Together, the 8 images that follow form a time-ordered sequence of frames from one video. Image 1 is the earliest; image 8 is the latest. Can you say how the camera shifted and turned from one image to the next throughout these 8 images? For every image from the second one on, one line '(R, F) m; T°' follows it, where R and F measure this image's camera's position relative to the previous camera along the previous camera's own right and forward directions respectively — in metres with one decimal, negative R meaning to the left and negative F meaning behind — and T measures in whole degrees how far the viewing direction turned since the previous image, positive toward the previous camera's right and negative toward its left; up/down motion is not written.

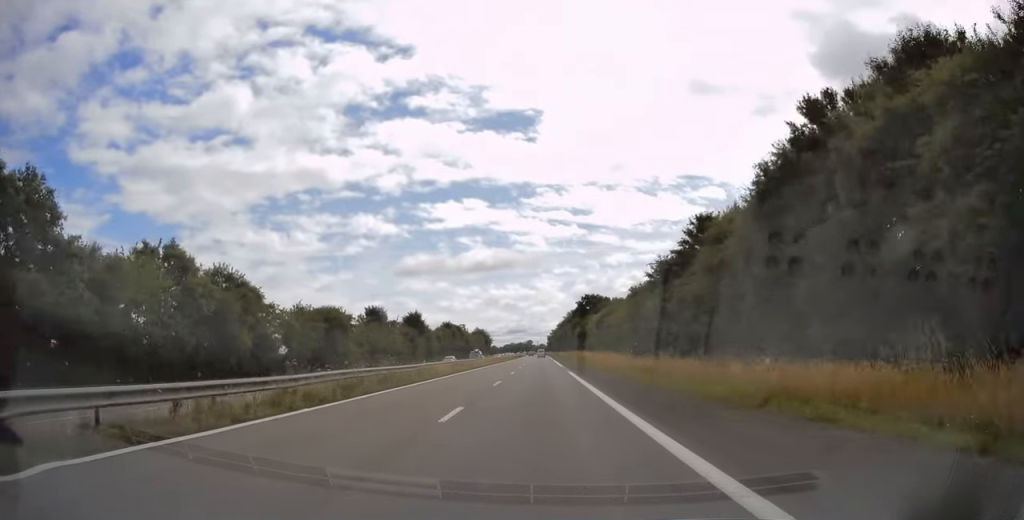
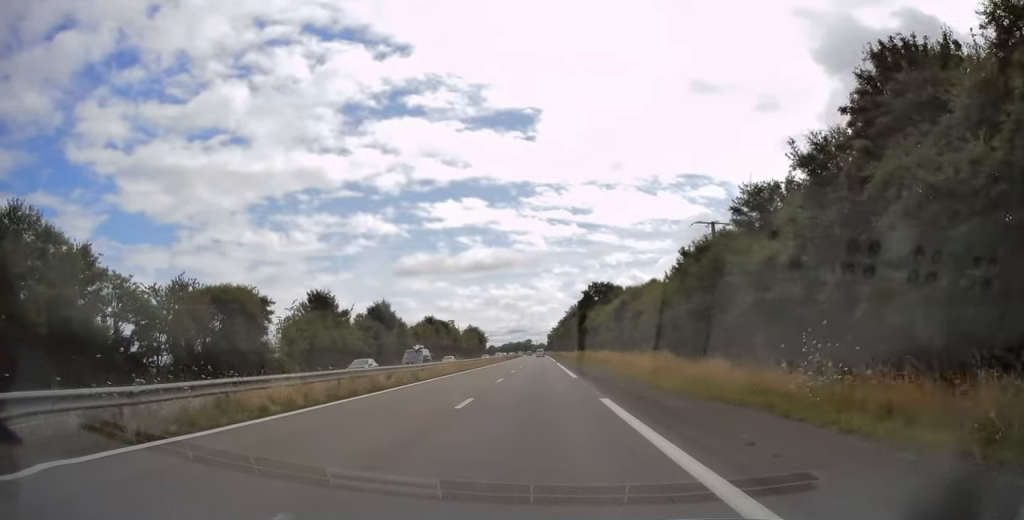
(-0.1, +23.2) m; 0°
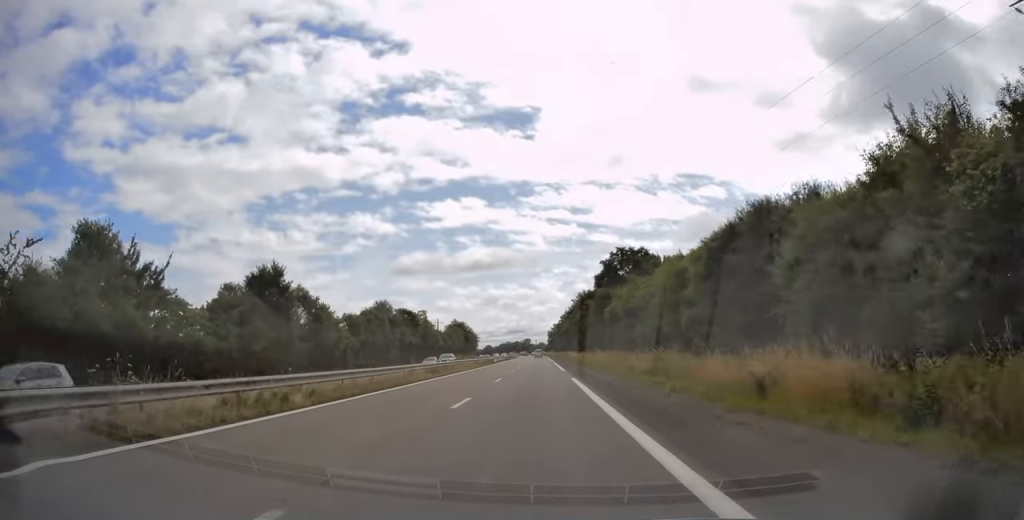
(0.0, +39.2) m; 0°
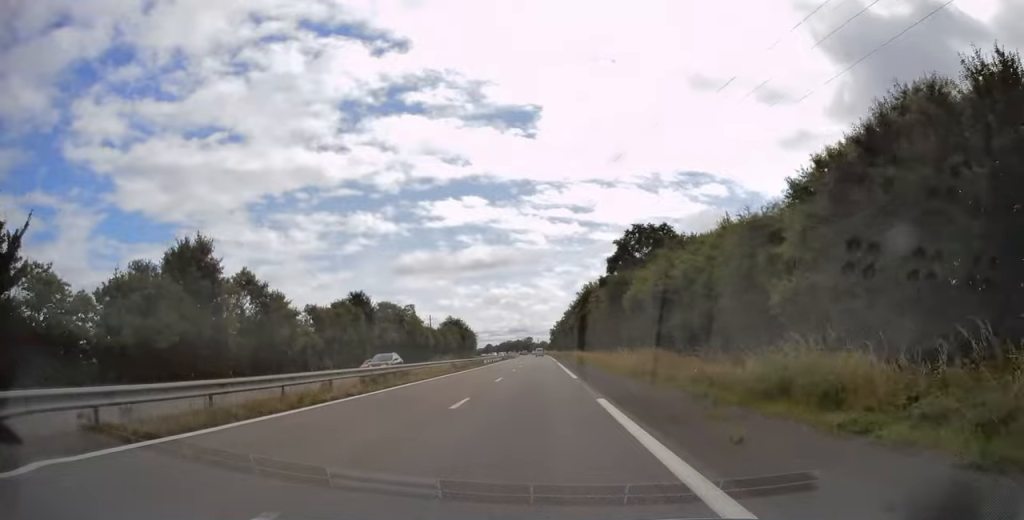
(0.0, +13.4) m; 0°
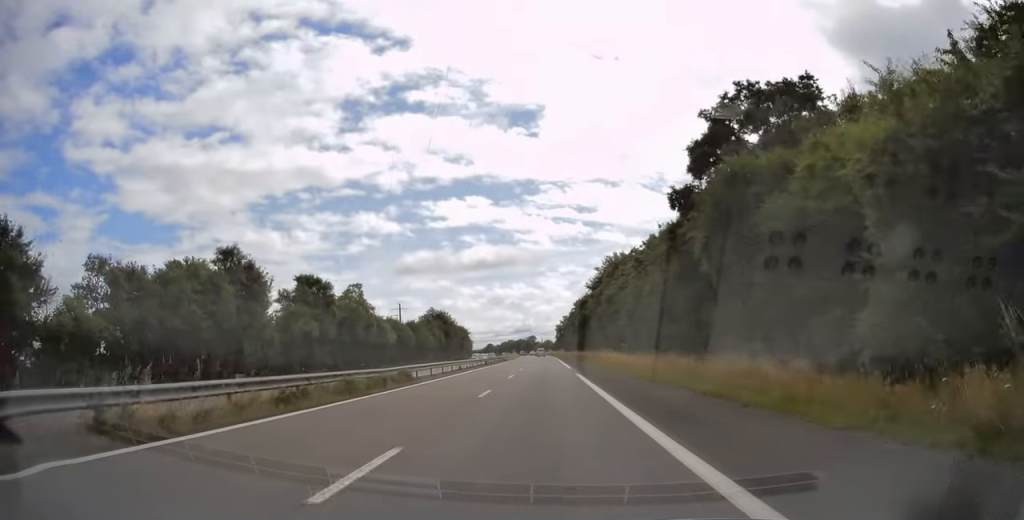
(0.0, +35.6) m; 0°
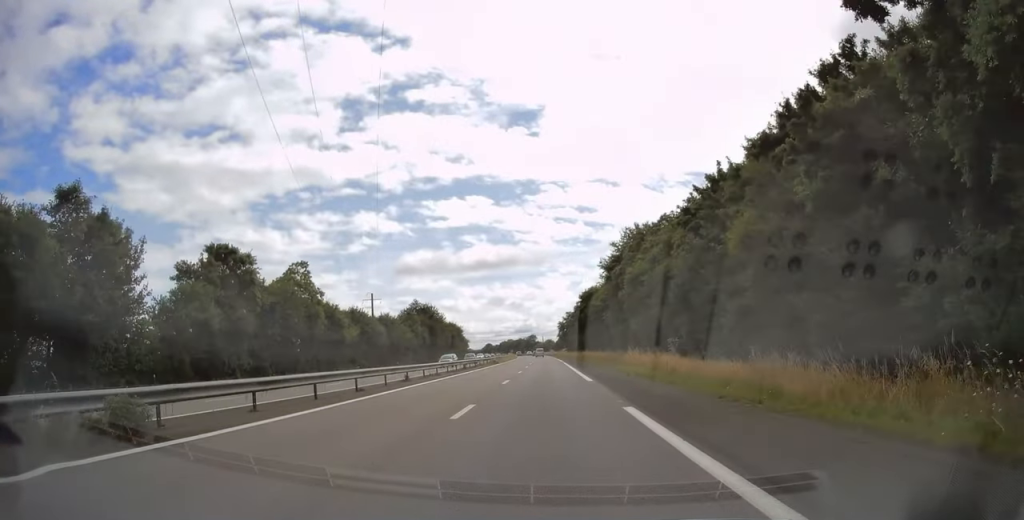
(0.0, +19.1) m; 0°
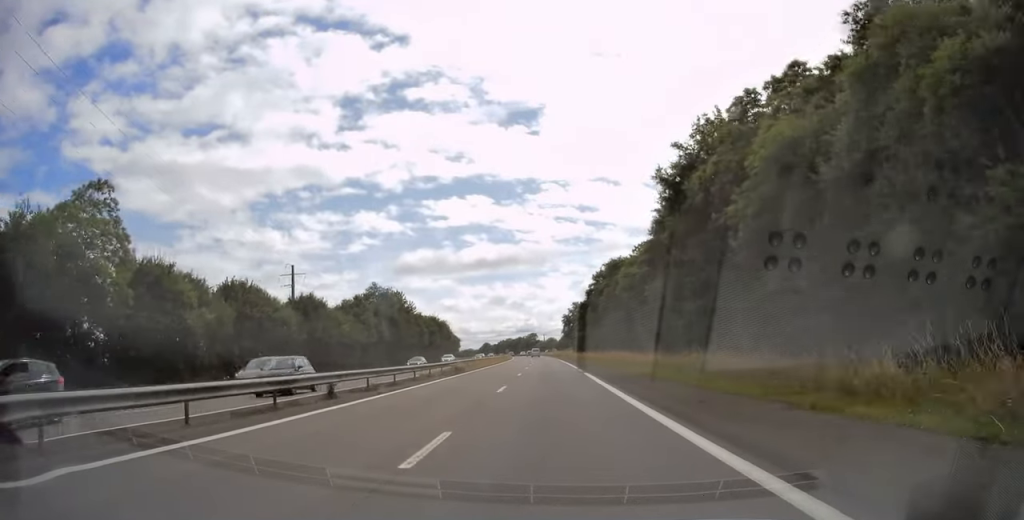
(0.0, +31.4) m; -1°
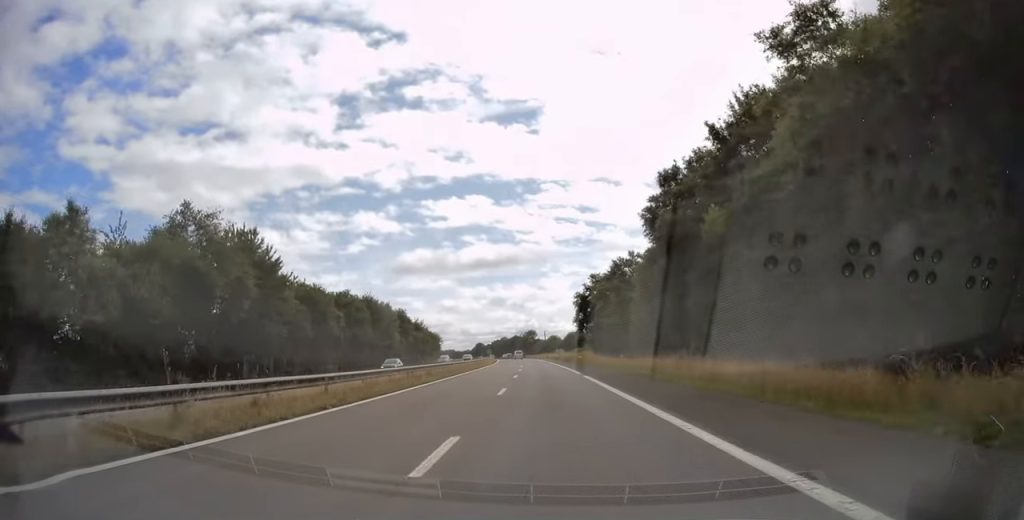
(-0.3, +52.5) m; 0°
